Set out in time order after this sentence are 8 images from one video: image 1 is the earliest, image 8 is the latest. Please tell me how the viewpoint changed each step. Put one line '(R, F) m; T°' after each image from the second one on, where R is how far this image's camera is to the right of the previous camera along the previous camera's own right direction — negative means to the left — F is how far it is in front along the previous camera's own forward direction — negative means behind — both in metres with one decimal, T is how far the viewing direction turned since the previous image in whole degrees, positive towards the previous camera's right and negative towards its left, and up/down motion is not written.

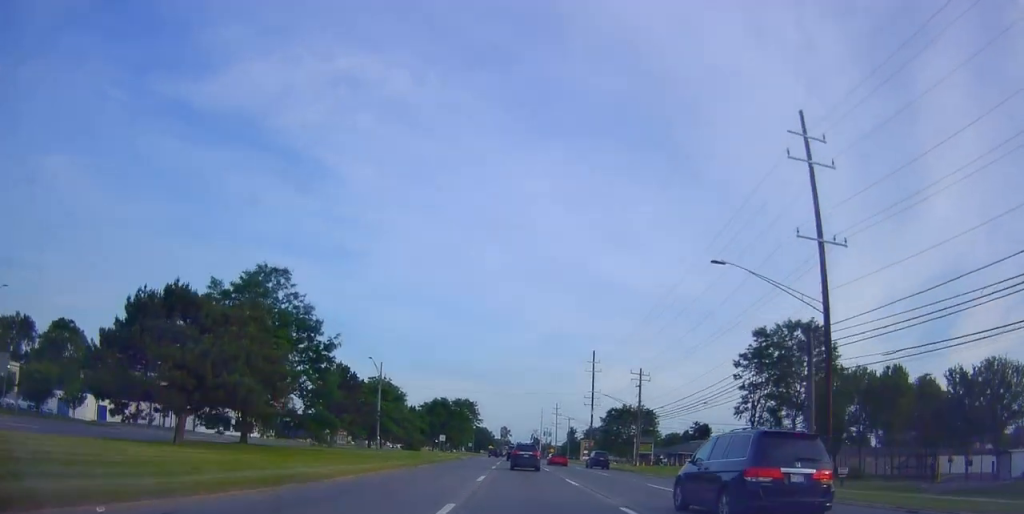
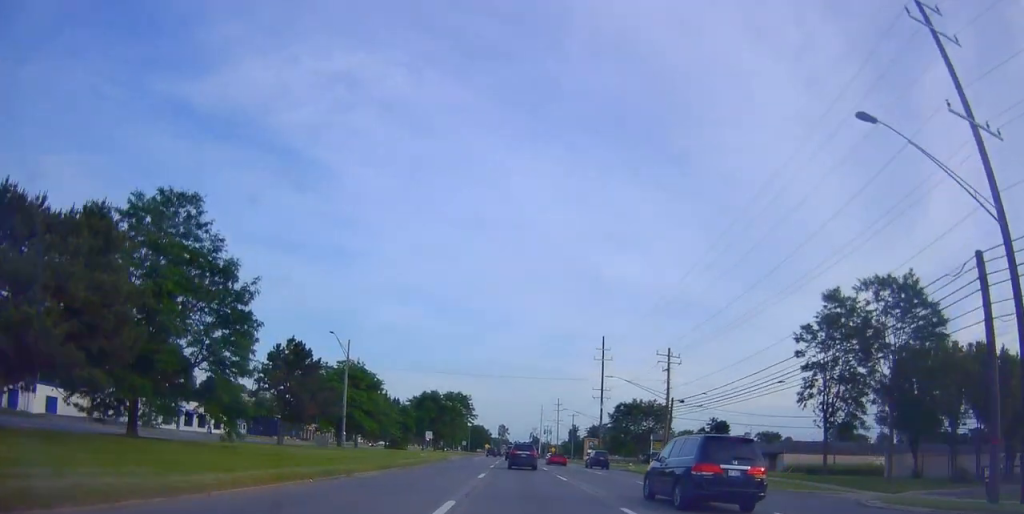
(+0.1, +13.6) m; +1°
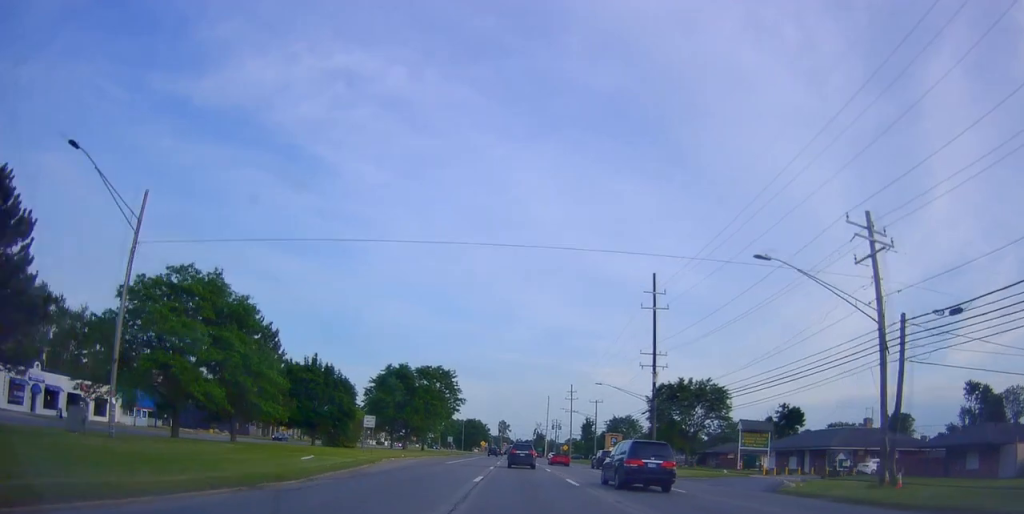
(+0.5, +34.7) m; -1°
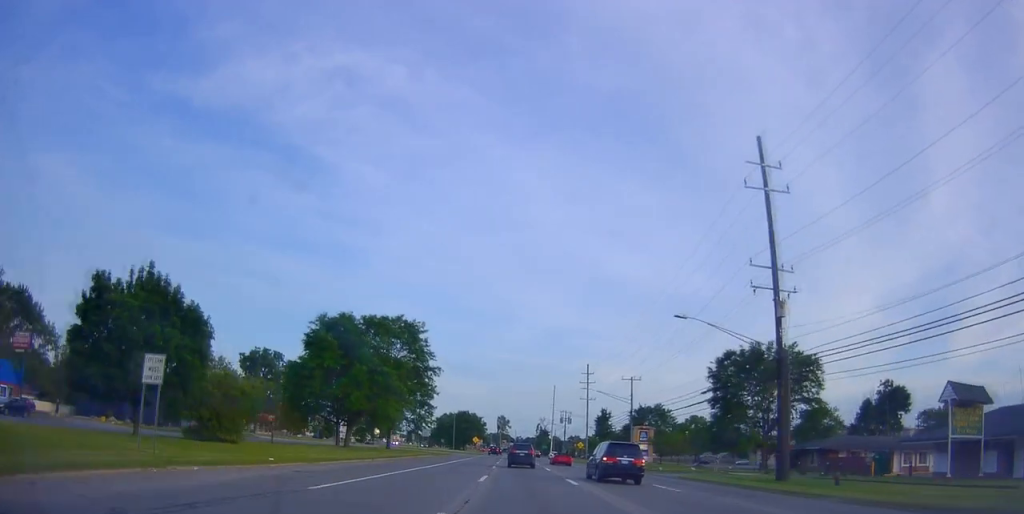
(-0.8, +30.1) m; -1°
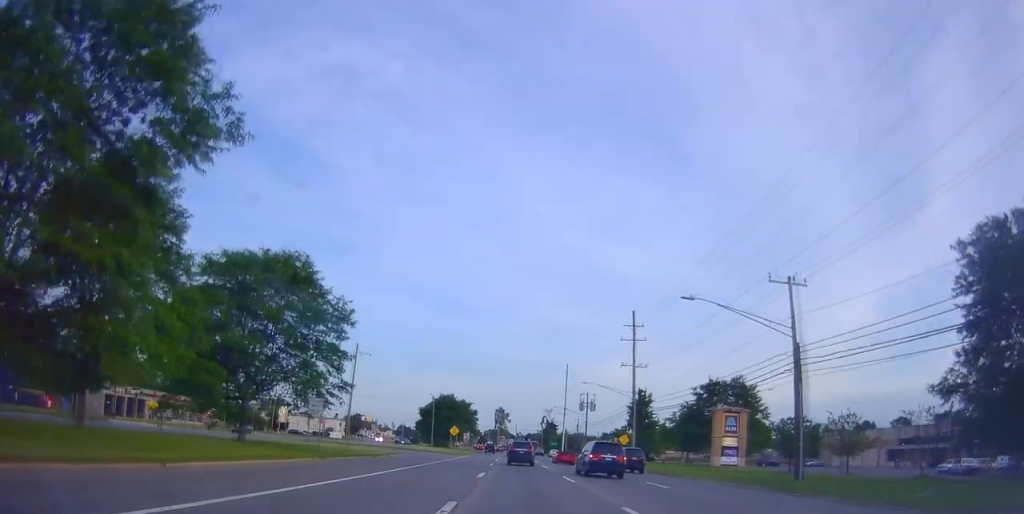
(0.0, +42.6) m; 0°
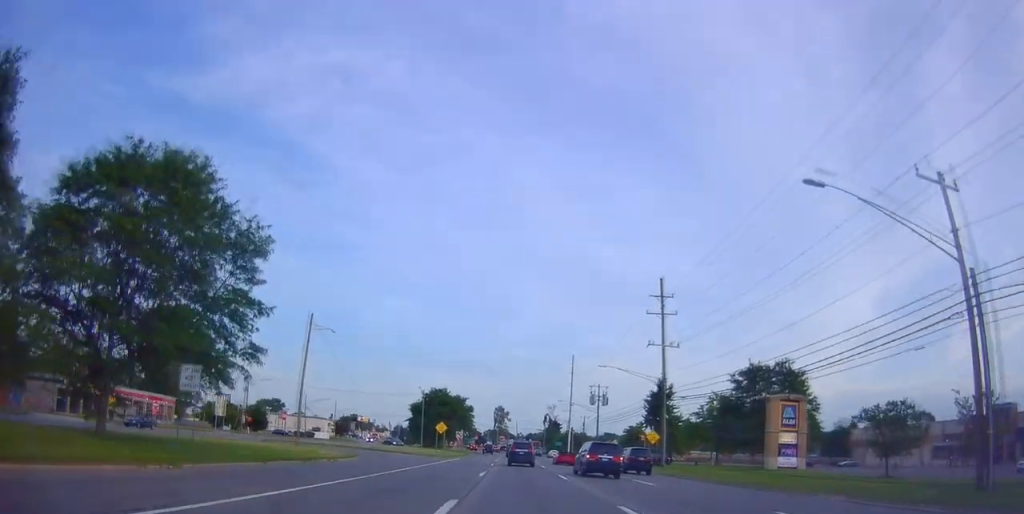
(+0.3, +13.9) m; +1°
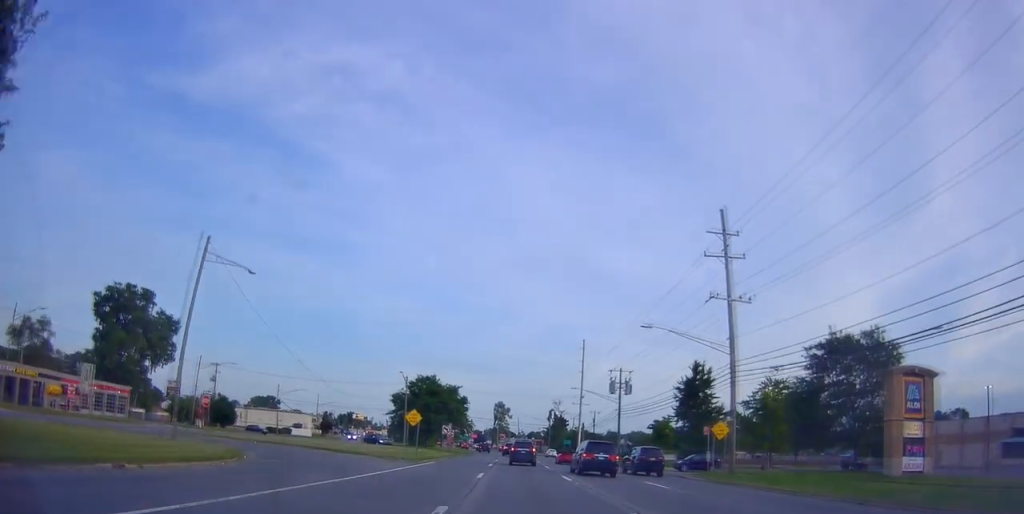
(+0.3, +17.7) m; +1°
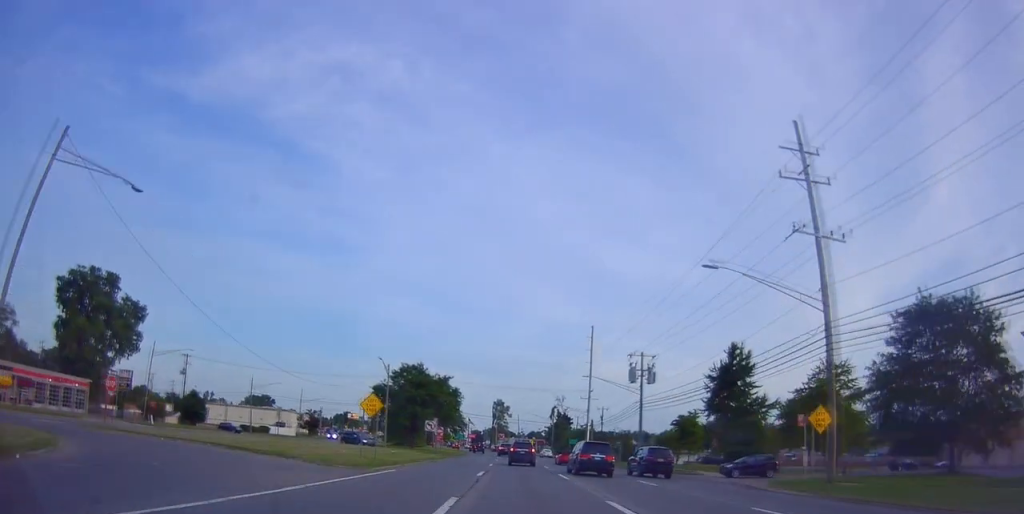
(+0.1, +13.1) m; -1°
